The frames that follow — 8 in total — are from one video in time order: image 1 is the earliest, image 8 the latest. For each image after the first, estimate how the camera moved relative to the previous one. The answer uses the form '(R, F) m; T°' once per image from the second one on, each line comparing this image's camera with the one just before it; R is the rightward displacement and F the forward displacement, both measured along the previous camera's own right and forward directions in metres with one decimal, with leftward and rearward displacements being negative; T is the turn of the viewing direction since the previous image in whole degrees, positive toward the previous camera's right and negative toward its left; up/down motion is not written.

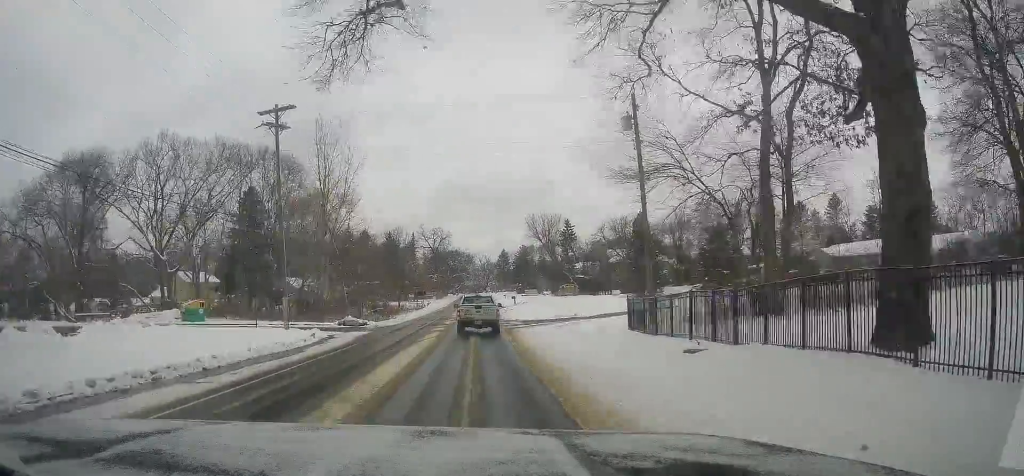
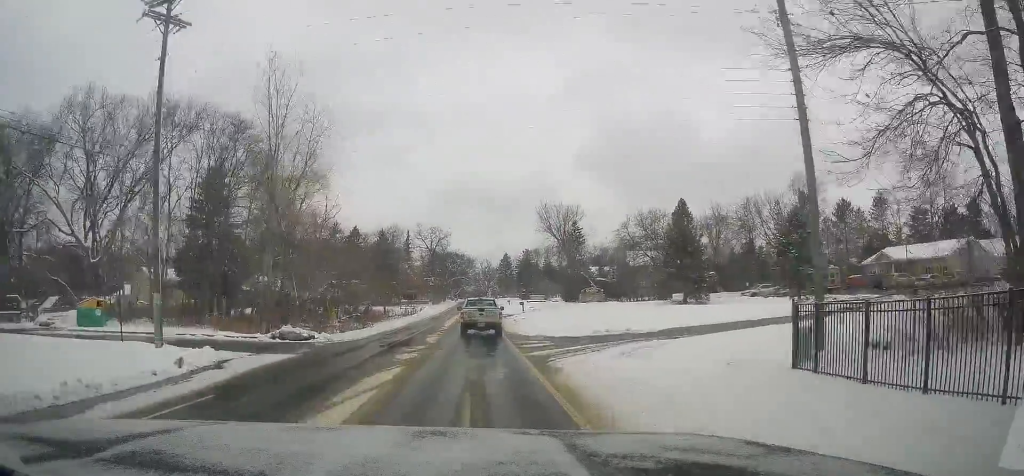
(-0.4, +14.4) m; -1°
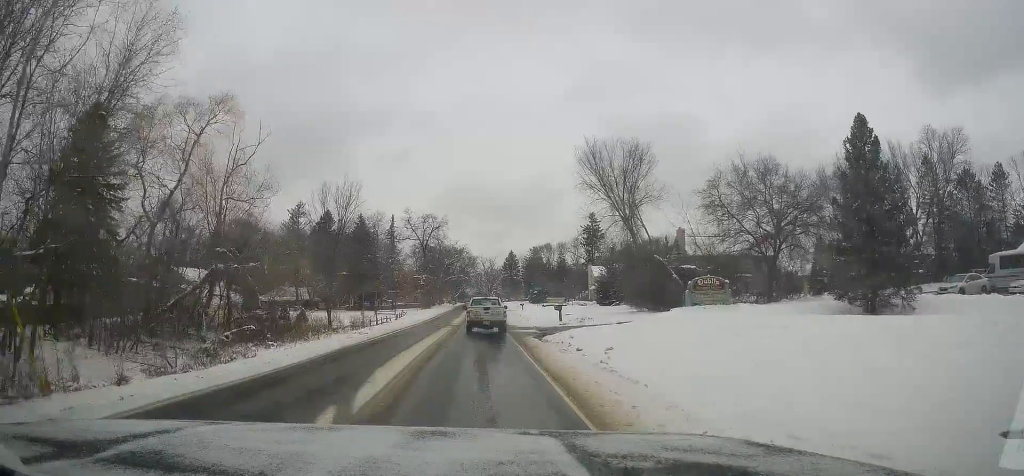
(-0.4, +30.3) m; 0°
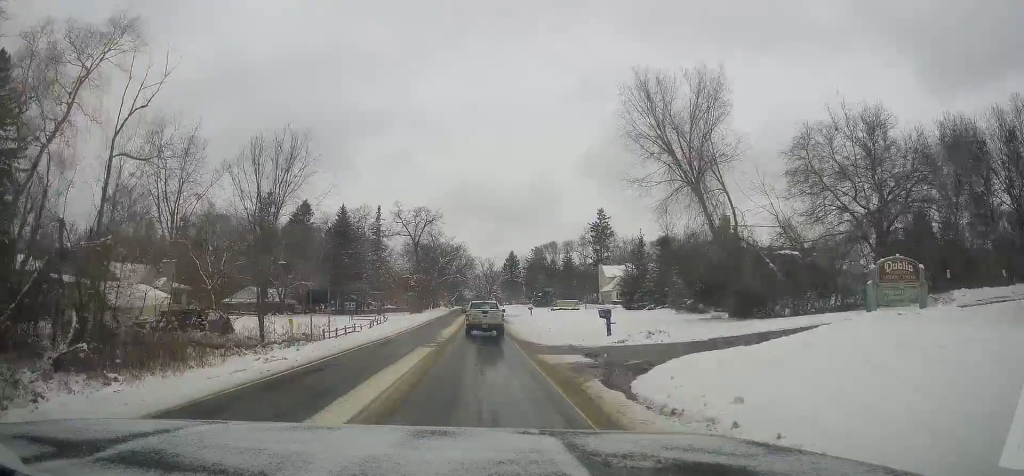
(+0.3, +15.3) m; +1°
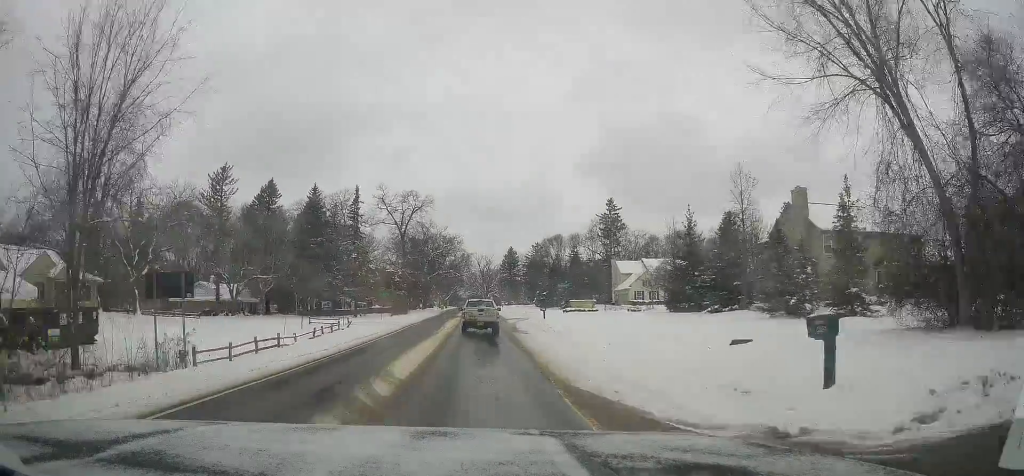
(+0.2, +17.0) m; -1°
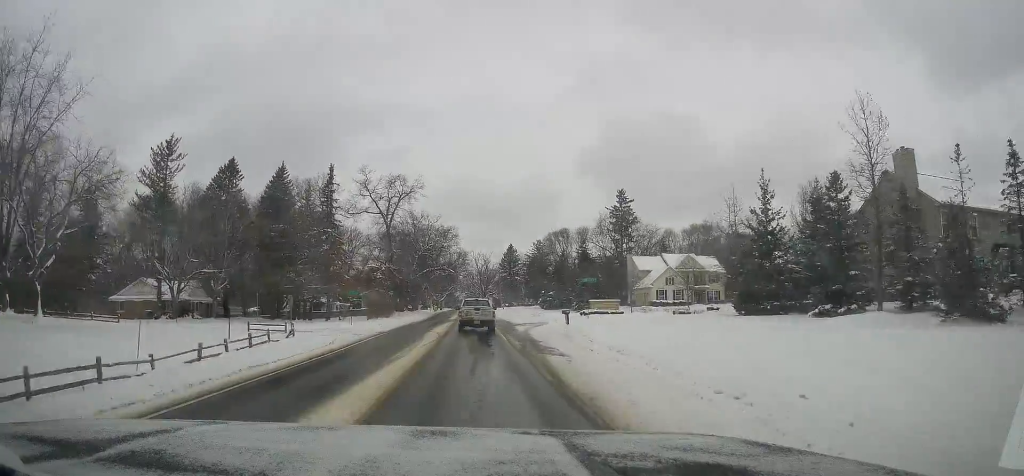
(-0.3, +14.7) m; -1°
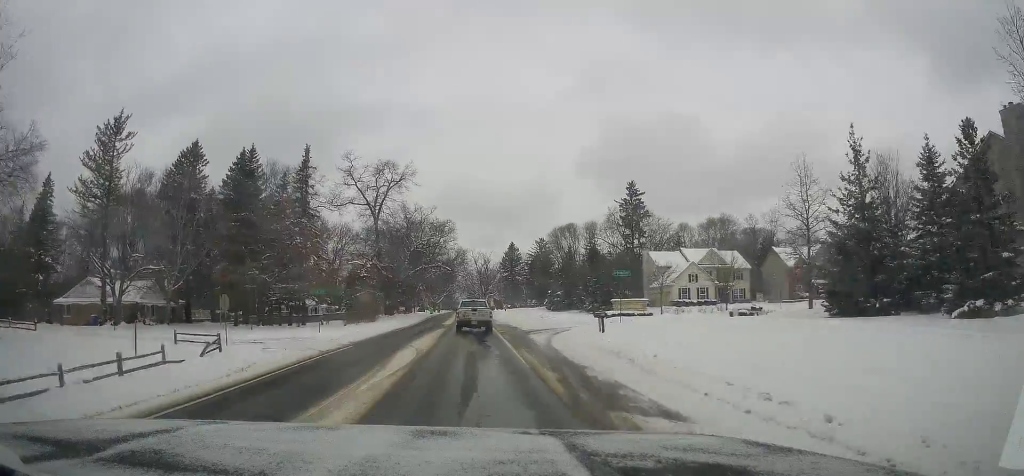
(0.0, +10.7) m; 0°
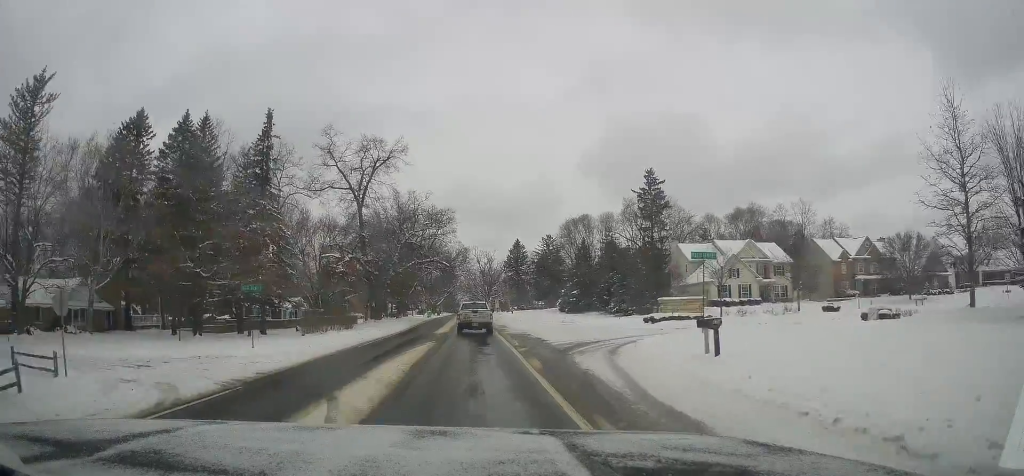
(+0.2, +13.0) m; +1°
